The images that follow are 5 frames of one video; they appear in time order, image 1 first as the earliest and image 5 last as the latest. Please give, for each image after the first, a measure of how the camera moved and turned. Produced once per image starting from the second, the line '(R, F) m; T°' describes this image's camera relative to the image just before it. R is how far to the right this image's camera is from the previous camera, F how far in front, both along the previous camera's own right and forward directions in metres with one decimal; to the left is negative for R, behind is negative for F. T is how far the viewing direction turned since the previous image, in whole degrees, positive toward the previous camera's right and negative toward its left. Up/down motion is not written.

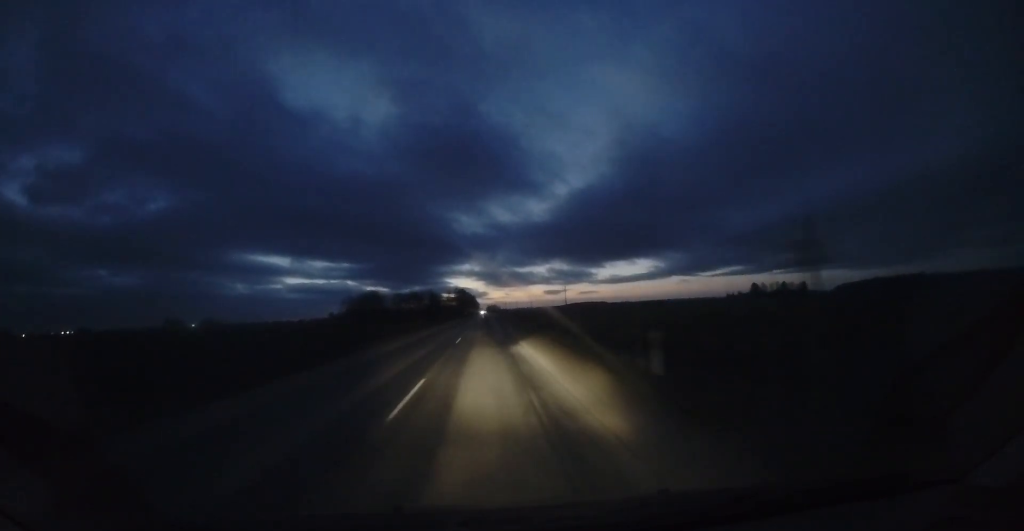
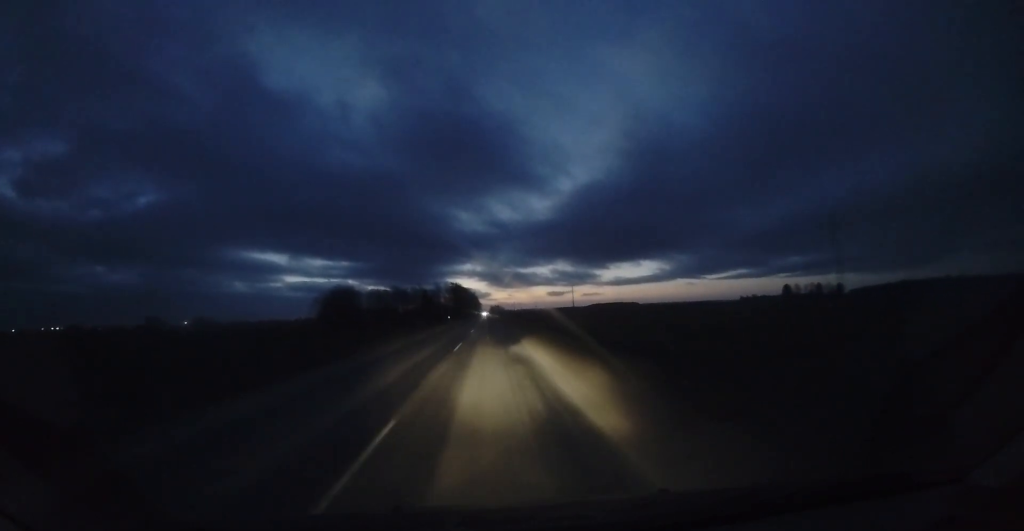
(-1.4, +50.6) m; -2°
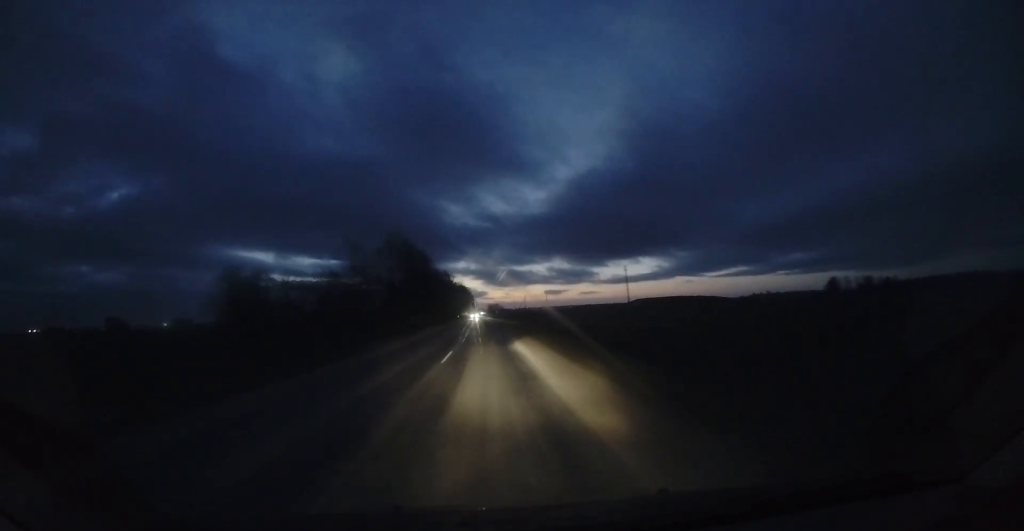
(+1.2, +74.4) m; +1°
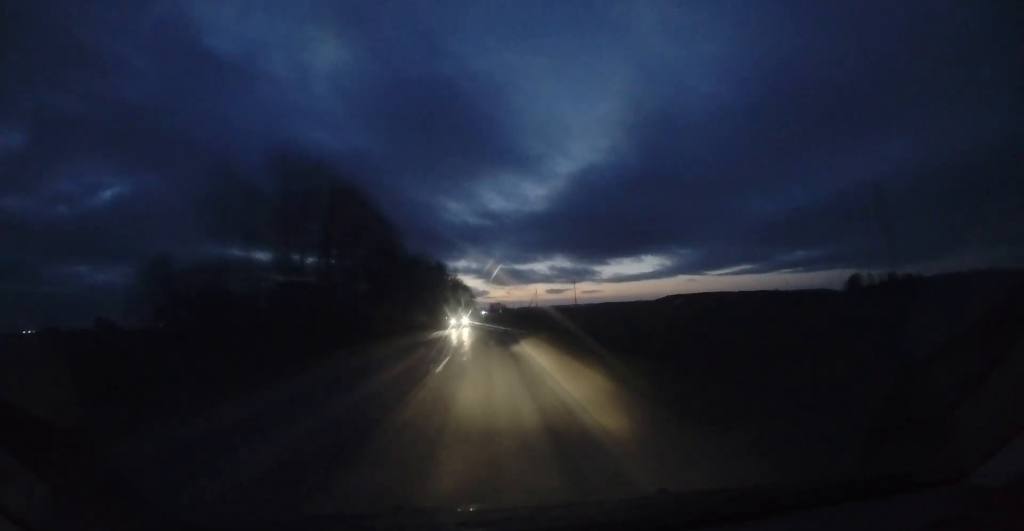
(+0.1, +25.7) m; 0°
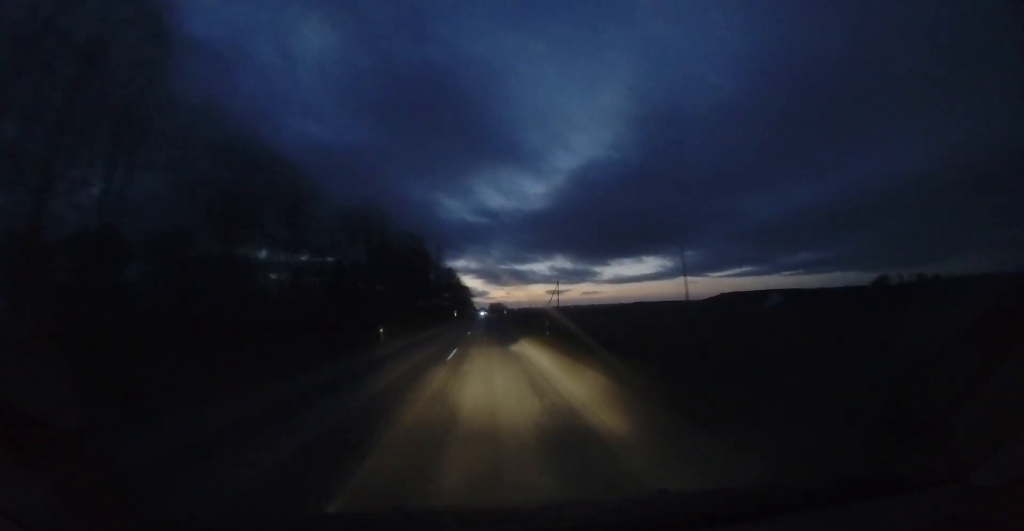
(-0.1, +33.3) m; -2°
